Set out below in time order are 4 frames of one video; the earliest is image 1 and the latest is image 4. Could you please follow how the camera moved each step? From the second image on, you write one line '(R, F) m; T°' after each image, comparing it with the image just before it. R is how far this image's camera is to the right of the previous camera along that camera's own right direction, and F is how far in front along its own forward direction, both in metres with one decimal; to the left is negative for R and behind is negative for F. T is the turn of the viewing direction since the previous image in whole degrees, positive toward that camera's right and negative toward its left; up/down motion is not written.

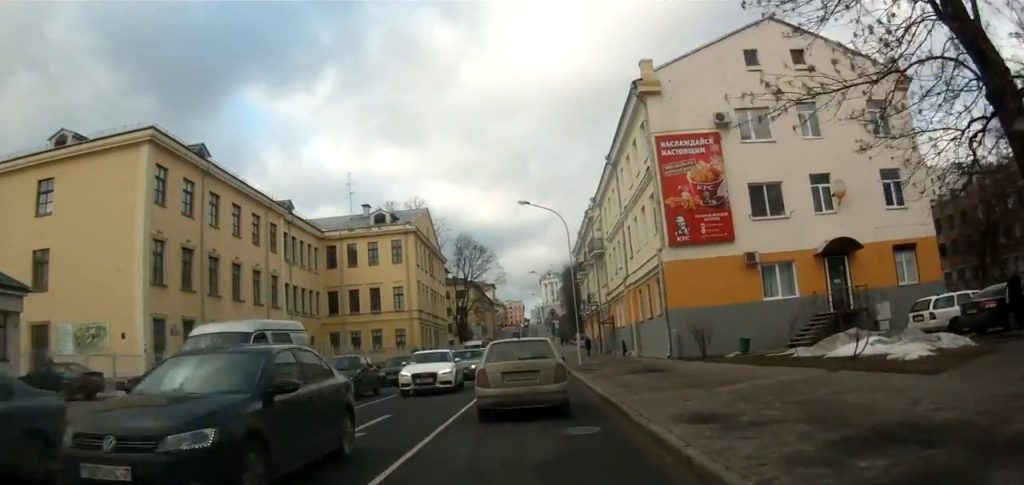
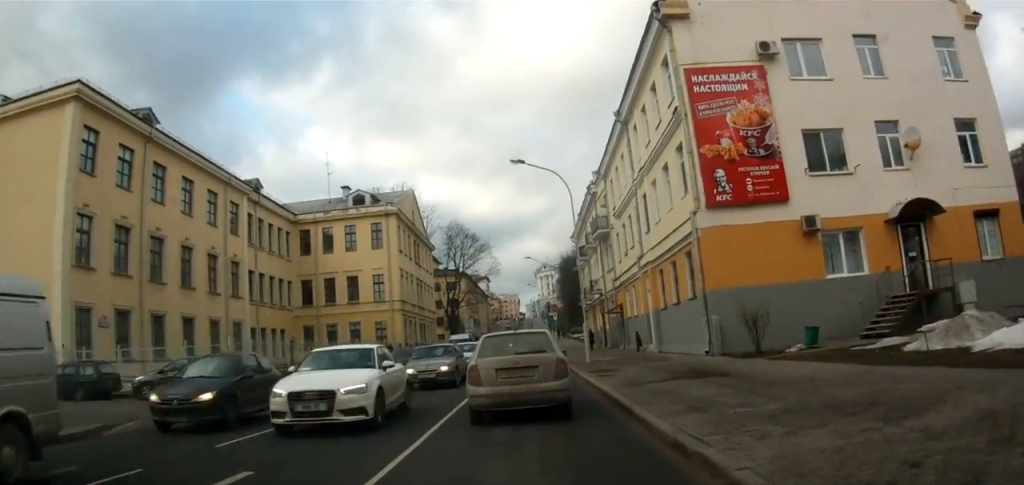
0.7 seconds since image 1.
(0.0, +6.1) m; 0°
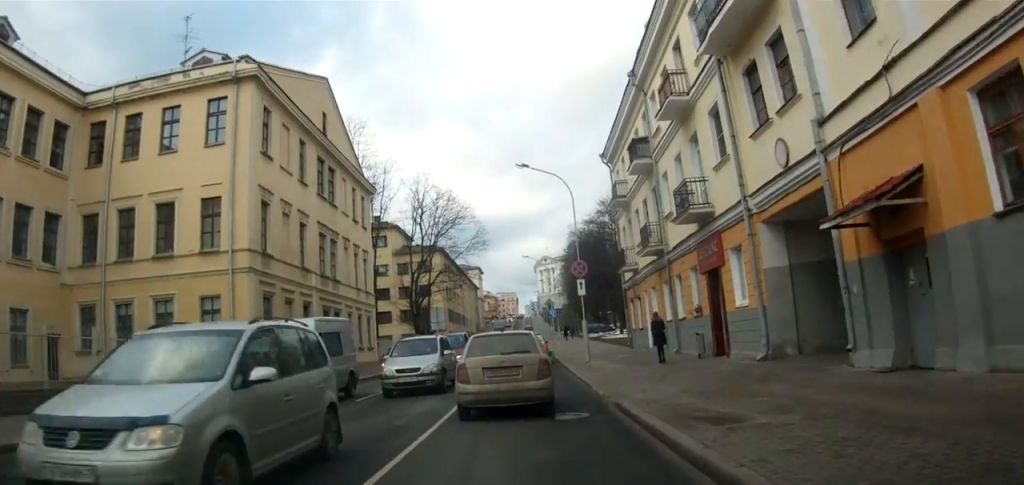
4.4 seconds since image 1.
(+1.2, +32.9) m; +4°
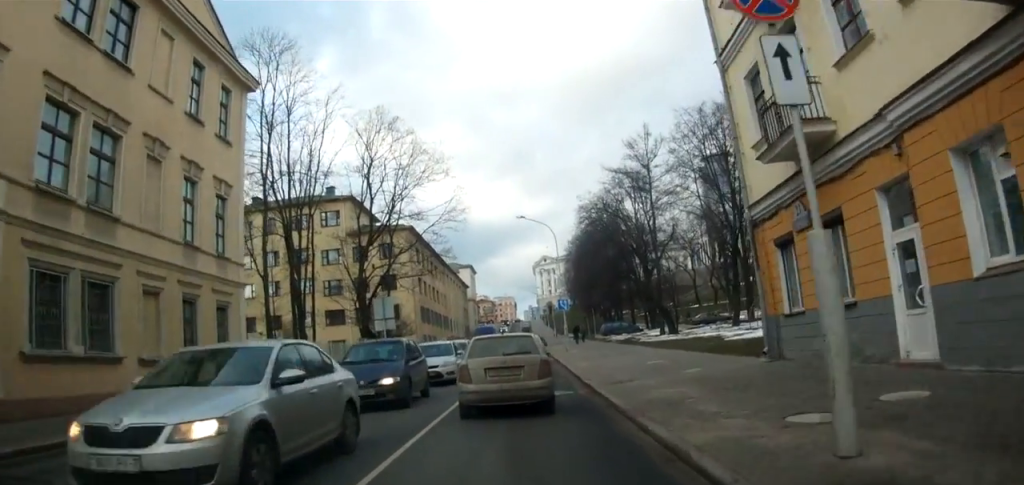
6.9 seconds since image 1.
(-0.3, +23.5) m; -1°
